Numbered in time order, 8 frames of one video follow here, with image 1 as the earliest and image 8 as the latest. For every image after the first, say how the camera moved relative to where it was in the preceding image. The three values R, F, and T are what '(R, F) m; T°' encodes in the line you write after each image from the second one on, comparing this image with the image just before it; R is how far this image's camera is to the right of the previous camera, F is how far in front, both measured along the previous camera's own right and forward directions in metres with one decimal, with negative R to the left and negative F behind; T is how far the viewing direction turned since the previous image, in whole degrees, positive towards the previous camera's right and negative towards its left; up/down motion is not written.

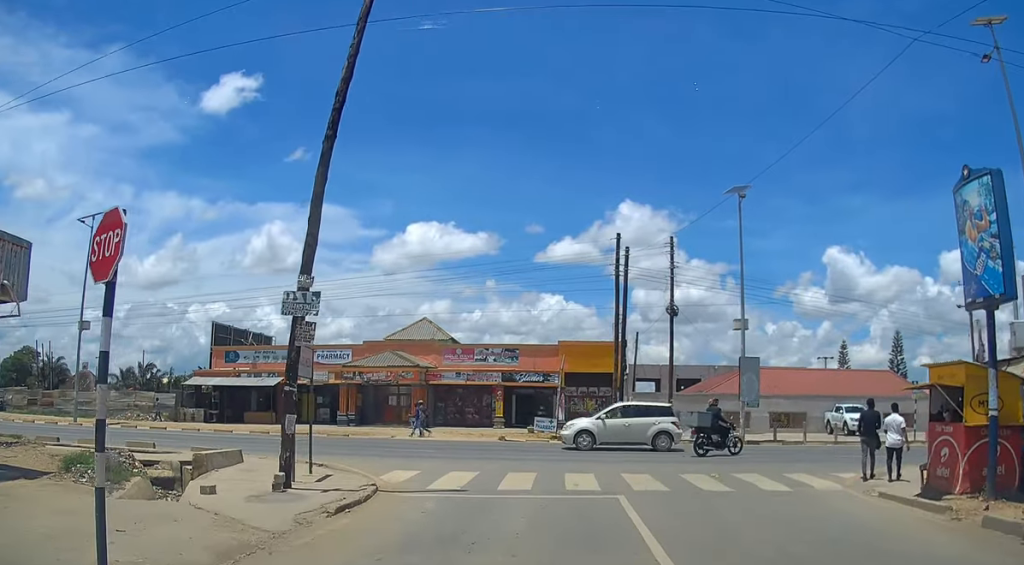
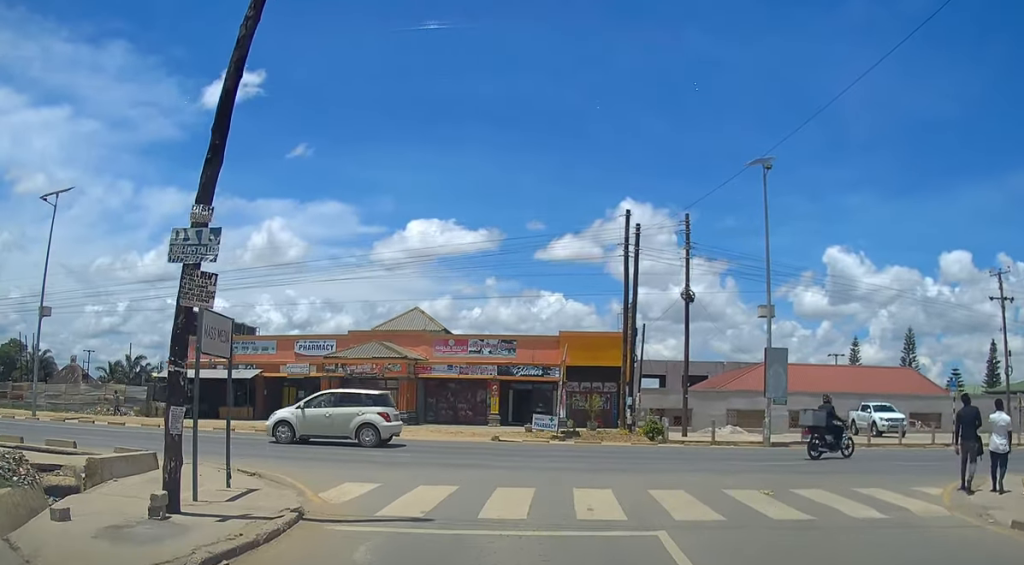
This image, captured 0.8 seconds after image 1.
(+0.1, +4.0) m; +2°
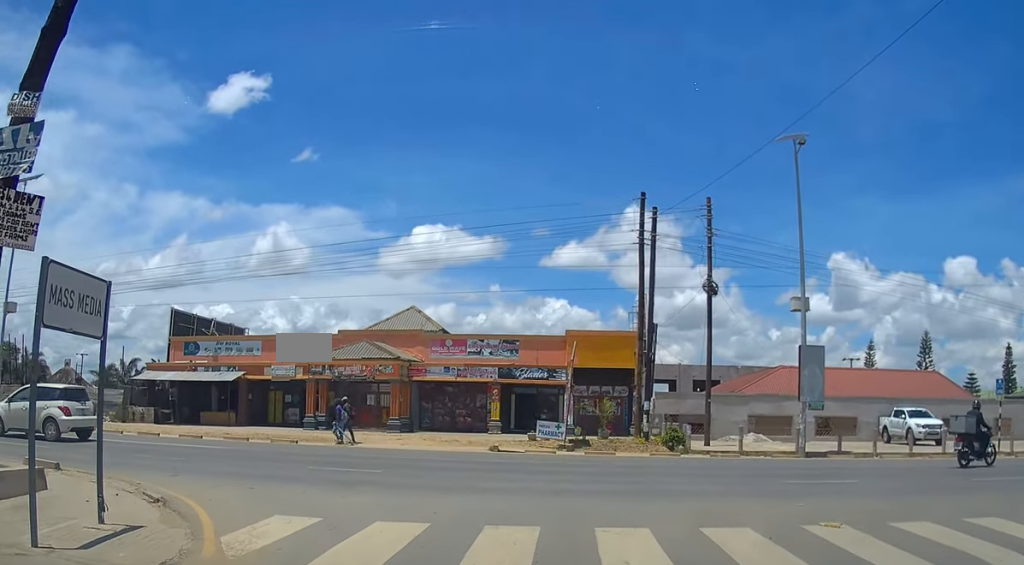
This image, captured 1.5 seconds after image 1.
(0.0, +3.6) m; -3°
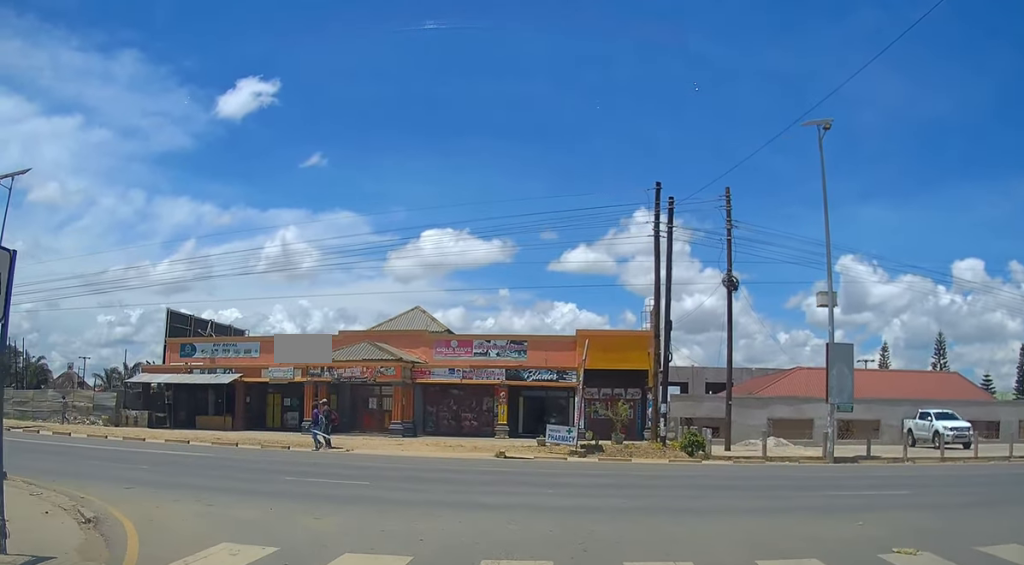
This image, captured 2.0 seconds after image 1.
(0.0, +2.0) m; -1°
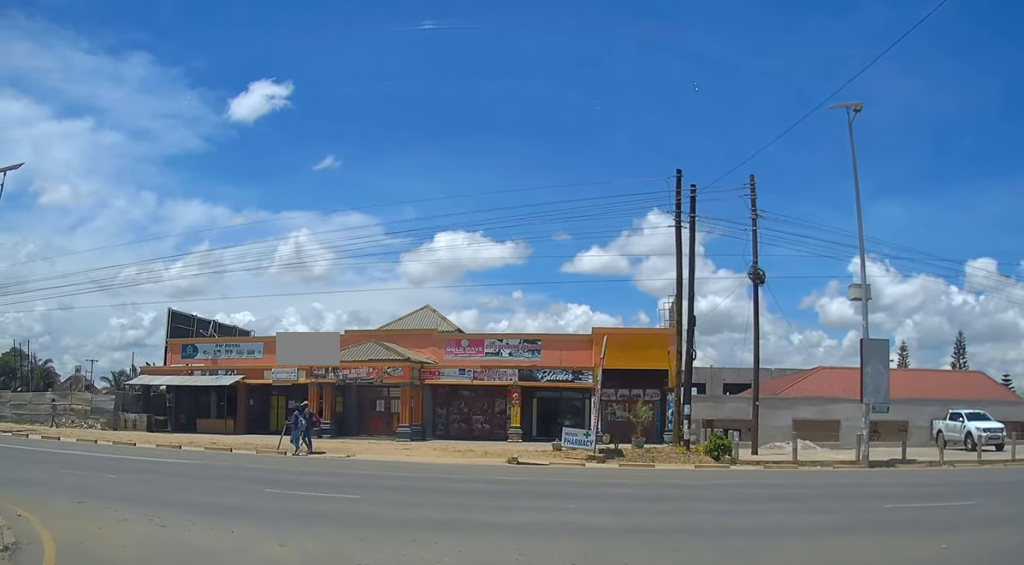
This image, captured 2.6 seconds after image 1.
(-0.2, +1.9) m; -1°
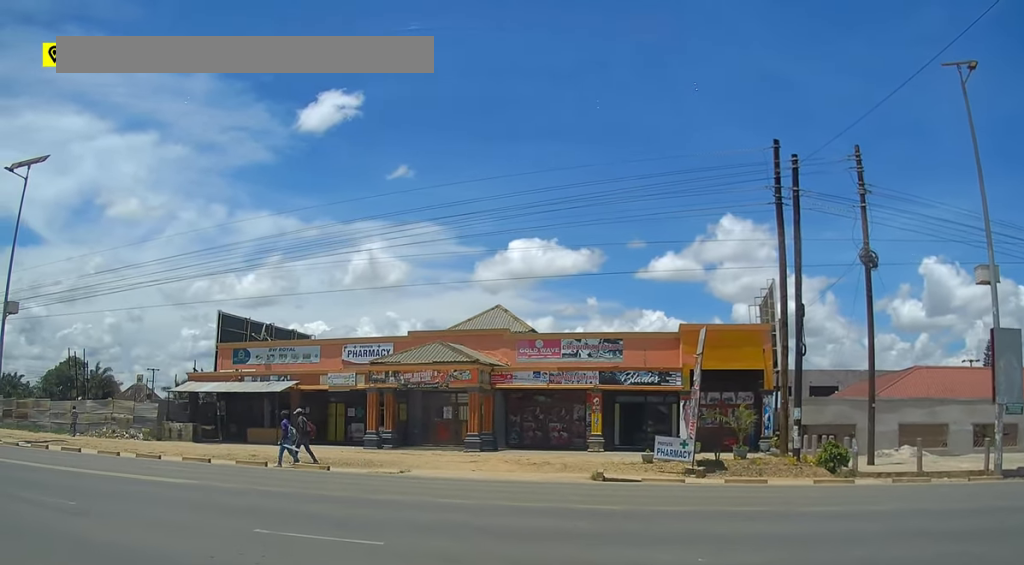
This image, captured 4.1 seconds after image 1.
(+0.1, +3.8) m; -5°
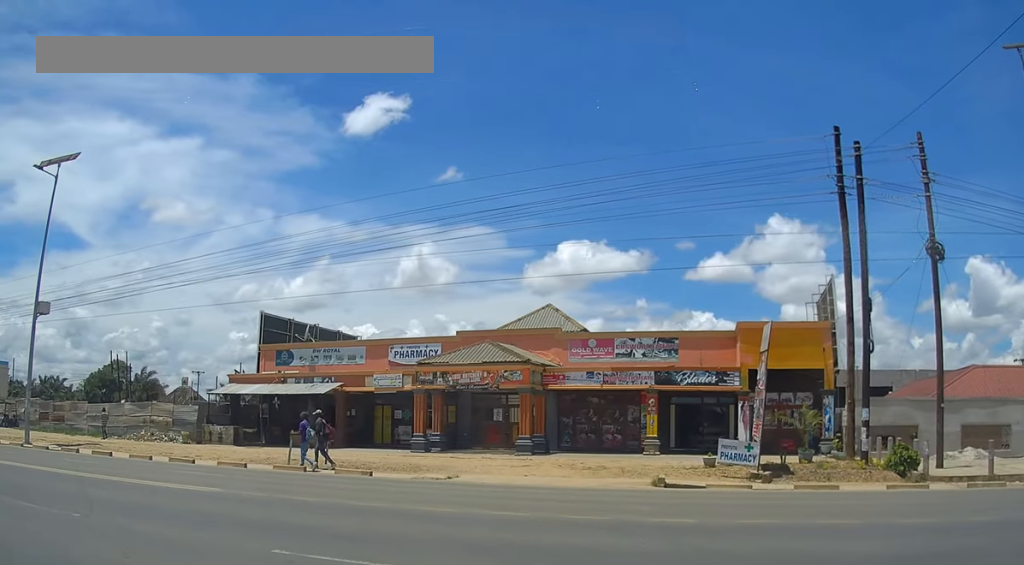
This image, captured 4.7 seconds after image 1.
(0.0, +1.2) m; -12°
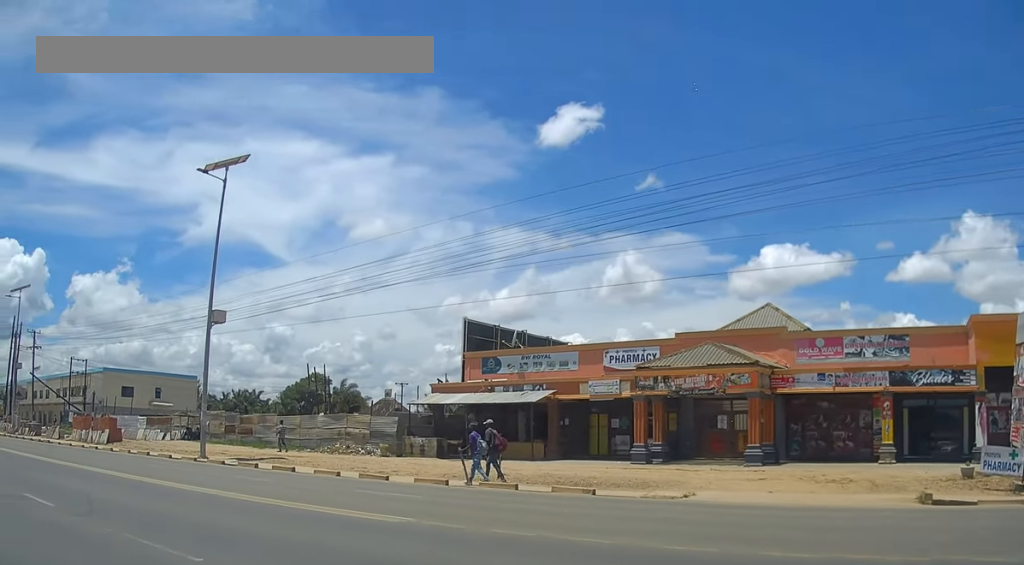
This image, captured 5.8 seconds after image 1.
(-0.5, +2.2) m; -21°
